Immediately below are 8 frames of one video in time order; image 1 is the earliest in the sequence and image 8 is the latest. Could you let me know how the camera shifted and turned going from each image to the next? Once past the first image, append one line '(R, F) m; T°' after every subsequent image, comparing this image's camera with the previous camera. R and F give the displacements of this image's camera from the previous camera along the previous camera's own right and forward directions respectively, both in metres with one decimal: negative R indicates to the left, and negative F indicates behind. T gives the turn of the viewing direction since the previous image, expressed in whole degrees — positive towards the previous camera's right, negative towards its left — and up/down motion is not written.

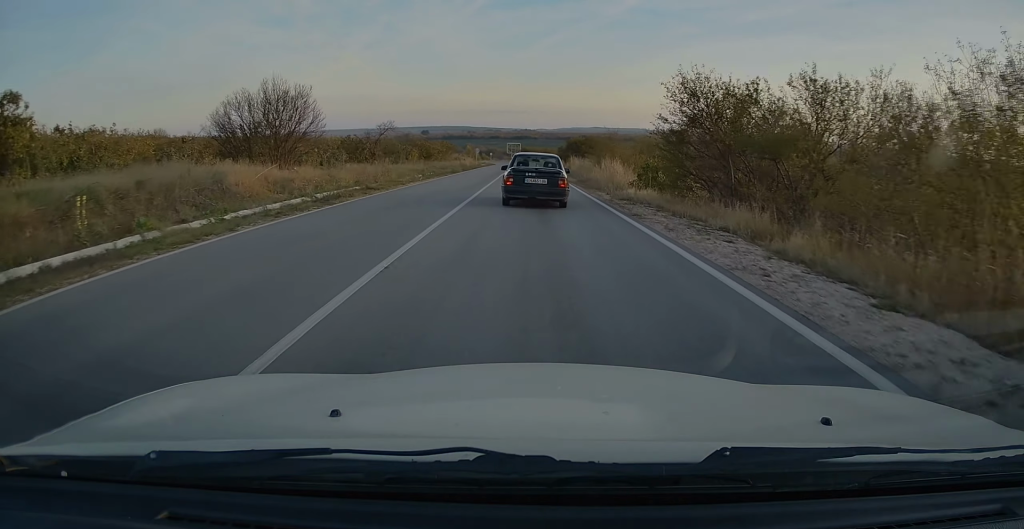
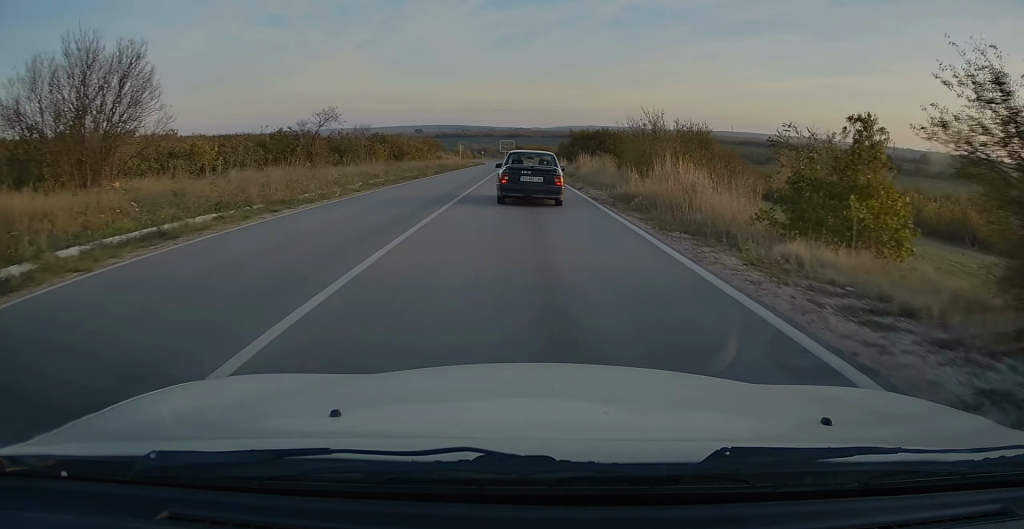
(0.0, +15.5) m; 0°
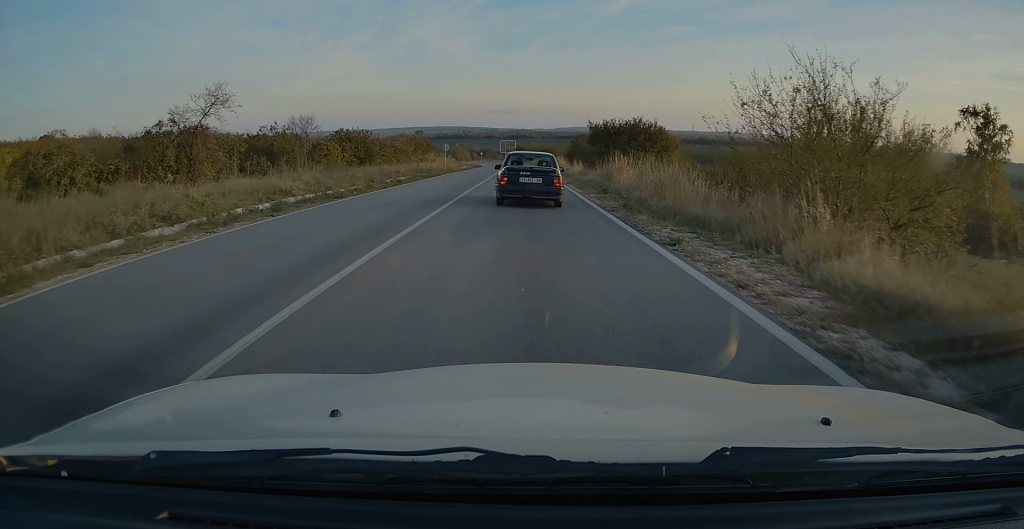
(0.0, +16.0) m; 0°
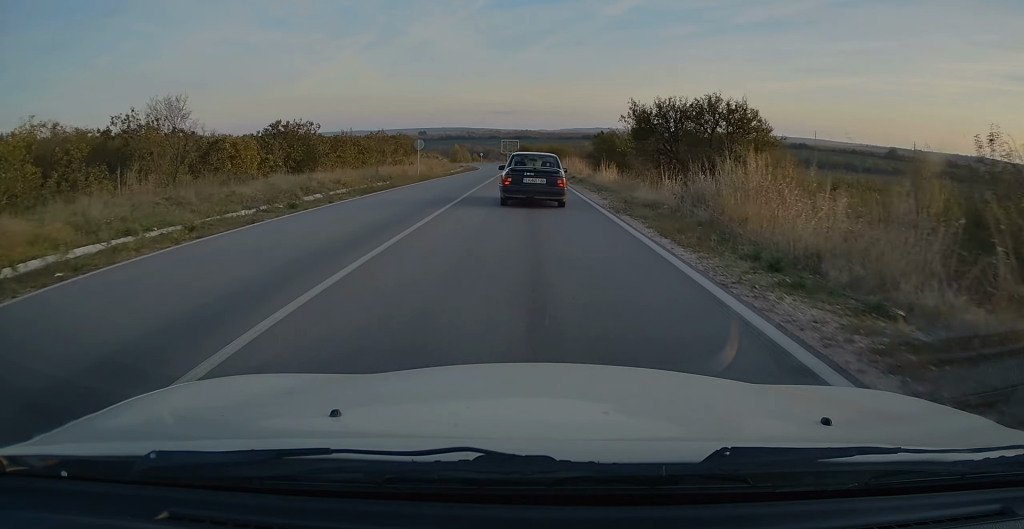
(+0.1, +17.0) m; 0°
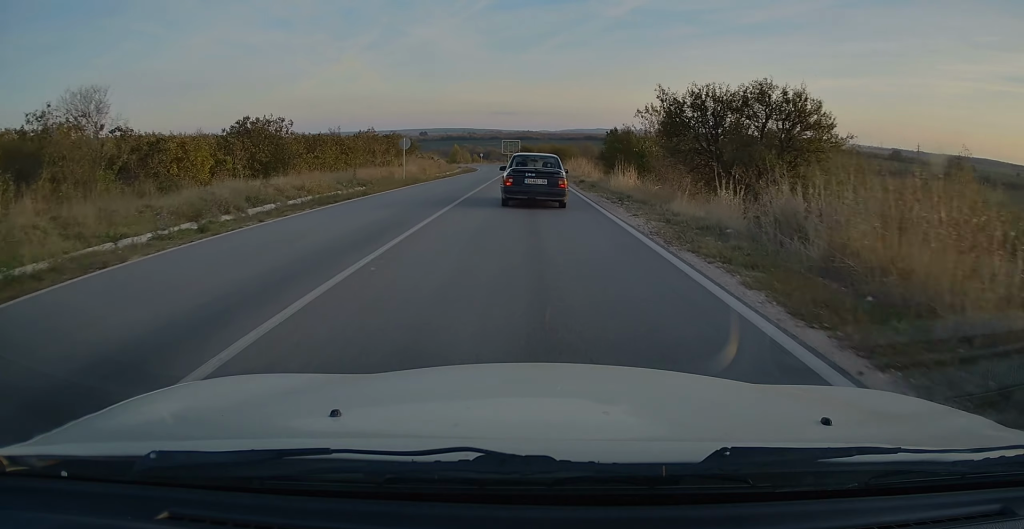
(0.0, +5.6) m; 0°
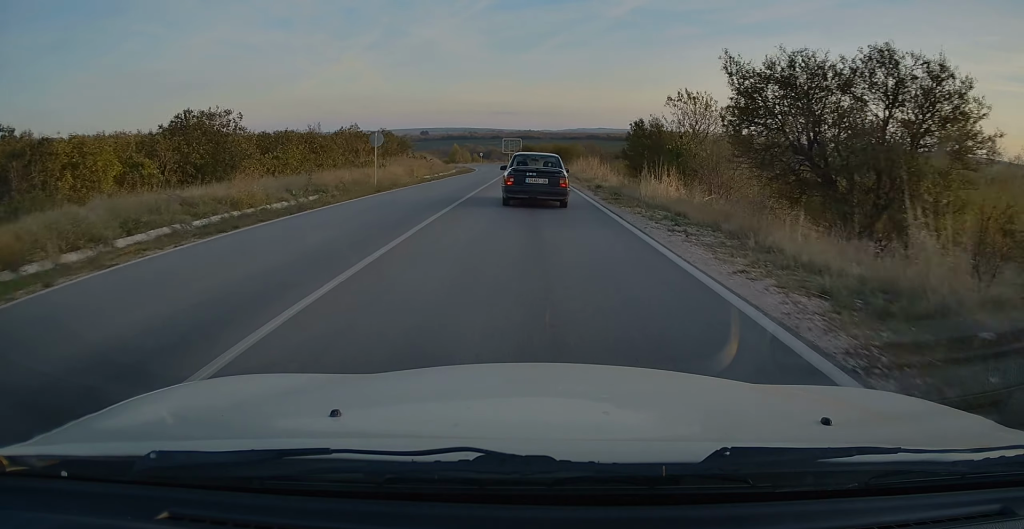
(-0.1, +7.5) m; 0°
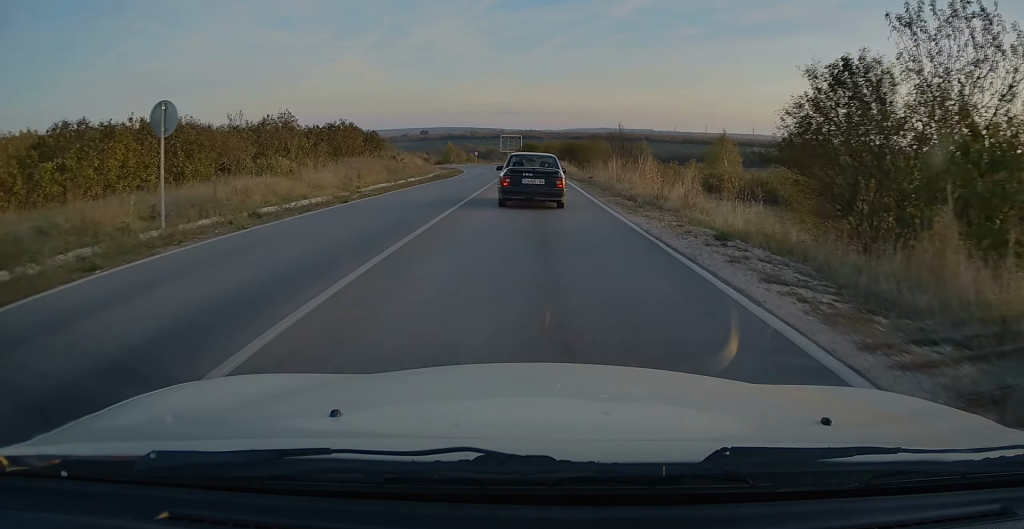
(0.0, +18.2) m; 0°
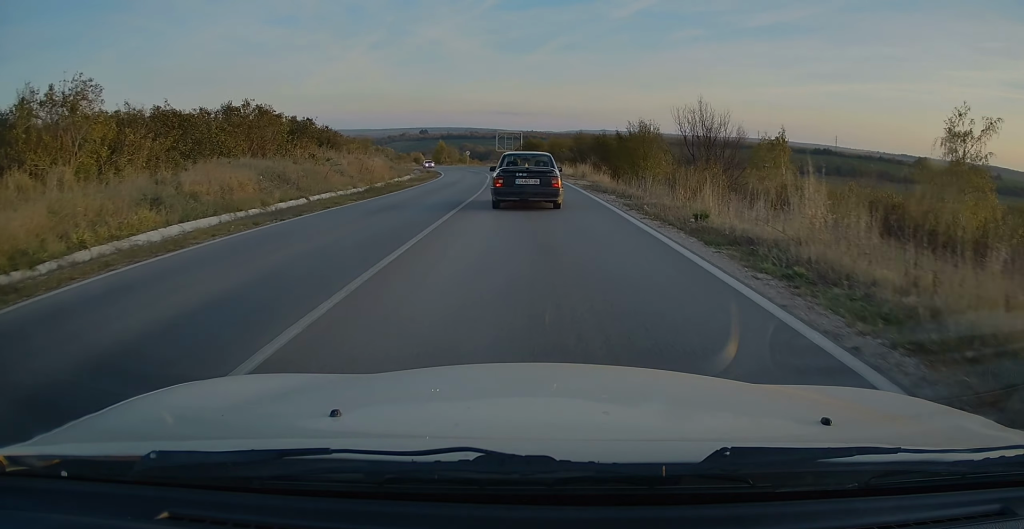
(0.0, +22.2) m; 0°
